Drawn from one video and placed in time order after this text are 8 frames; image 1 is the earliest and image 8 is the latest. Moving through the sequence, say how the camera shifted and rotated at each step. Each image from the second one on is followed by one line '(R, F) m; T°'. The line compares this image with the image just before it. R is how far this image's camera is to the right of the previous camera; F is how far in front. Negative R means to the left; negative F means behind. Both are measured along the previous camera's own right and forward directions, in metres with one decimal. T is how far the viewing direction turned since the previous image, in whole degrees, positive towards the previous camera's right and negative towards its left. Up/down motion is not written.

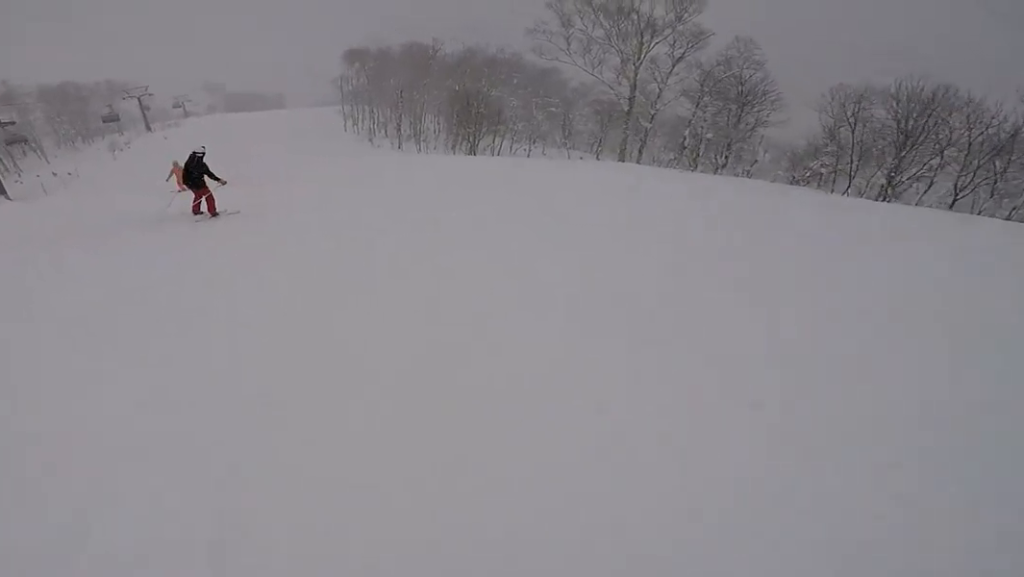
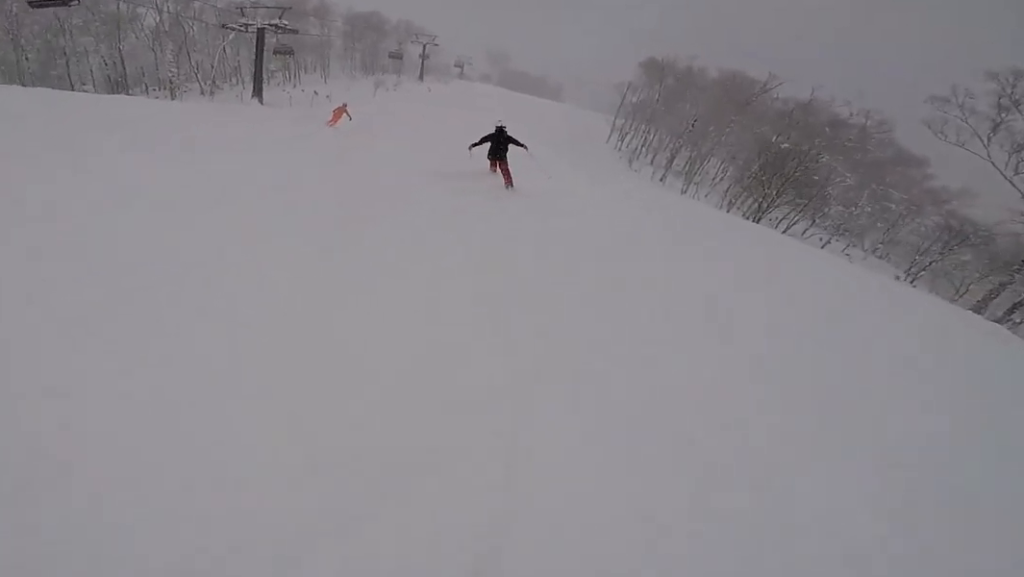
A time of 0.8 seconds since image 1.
(-0.1, +5.2) m; -7°
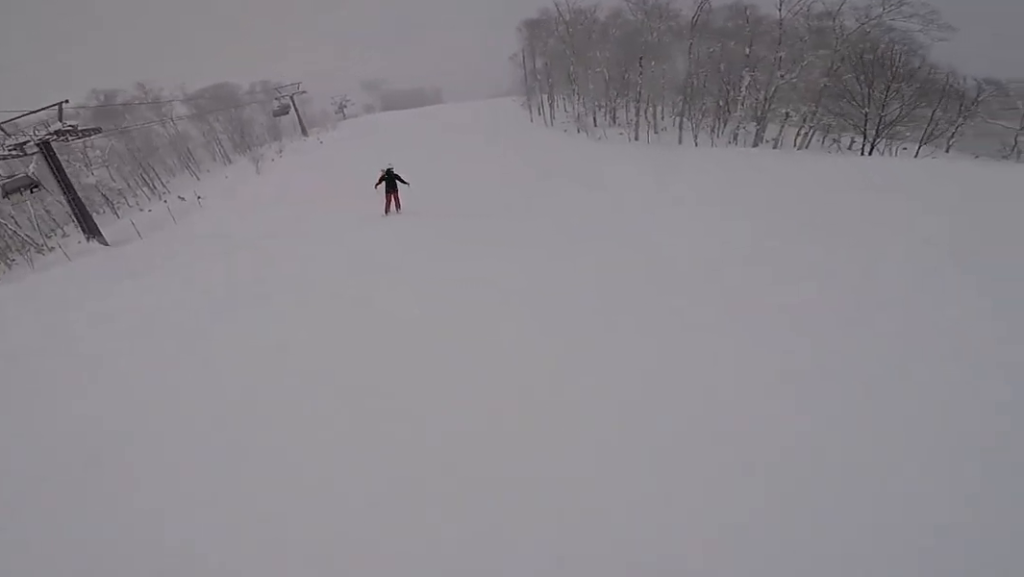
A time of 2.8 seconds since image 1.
(-1.4, +15.2) m; +1°
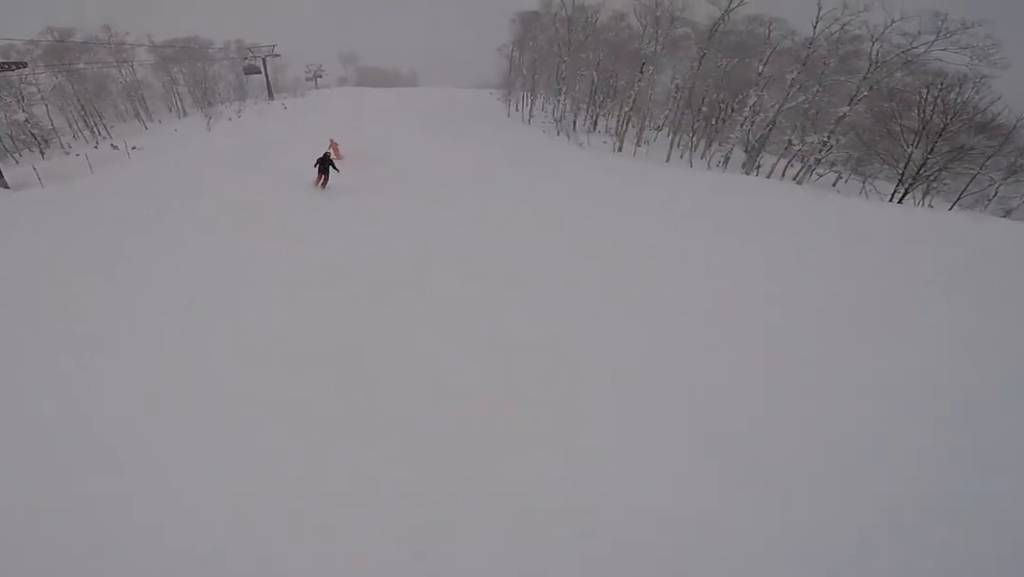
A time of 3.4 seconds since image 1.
(+0.7, +4.8) m; +2°
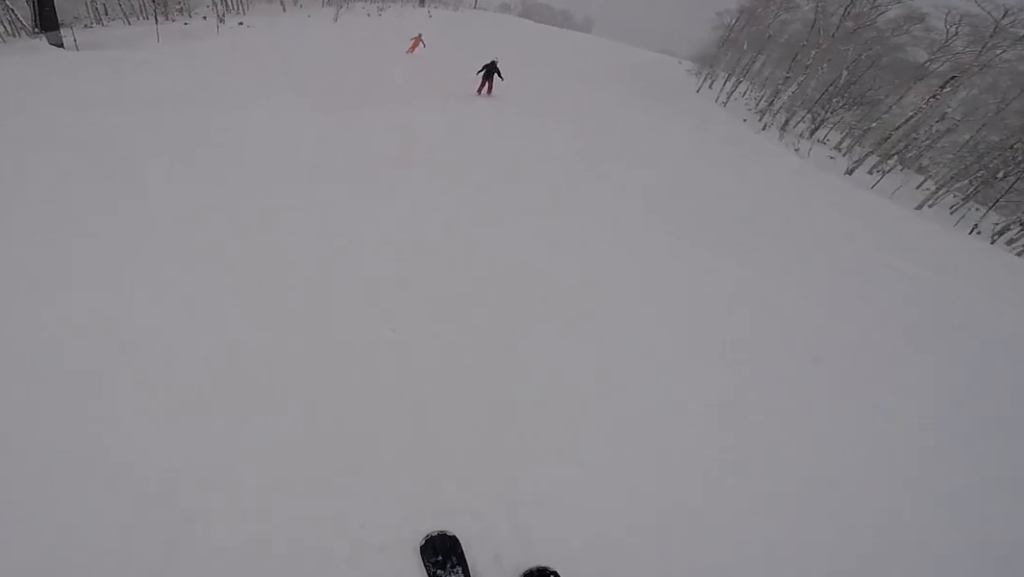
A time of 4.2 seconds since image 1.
(-0.8, +7.5) m; -8°
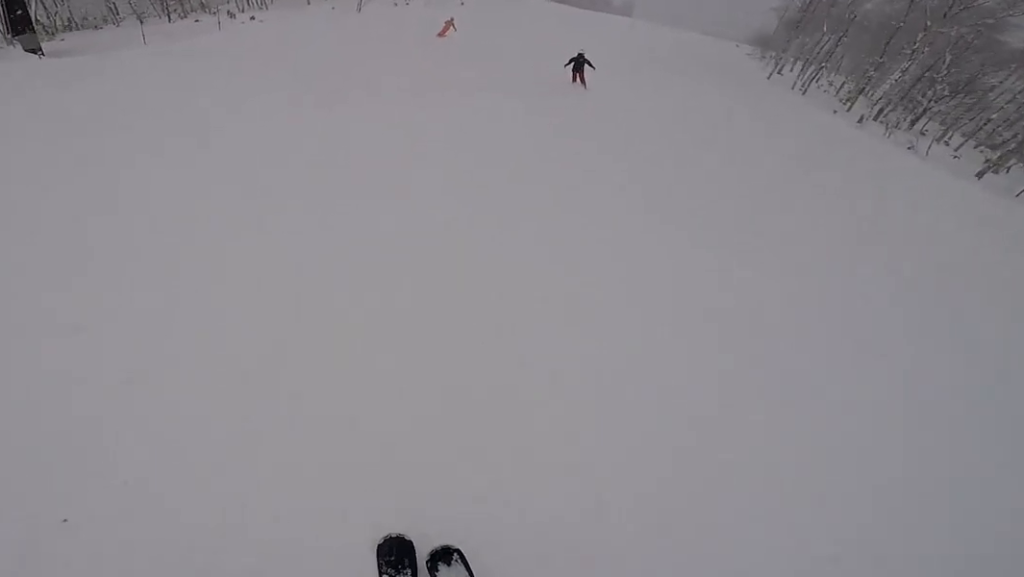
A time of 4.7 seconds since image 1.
(-0.2, +4.4) m; +1°
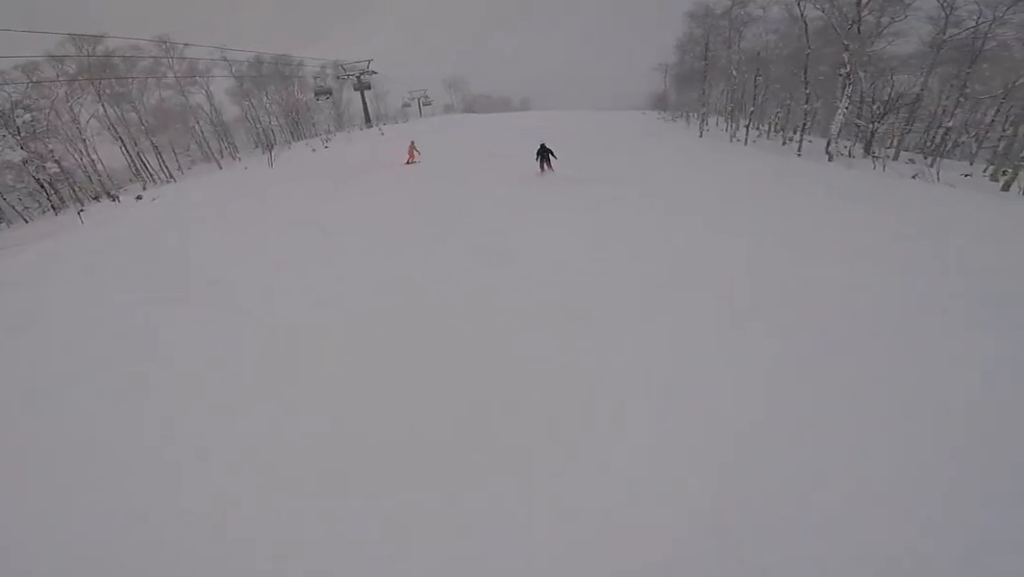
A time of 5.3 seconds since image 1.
(-0.6, +6.3) m; +4°
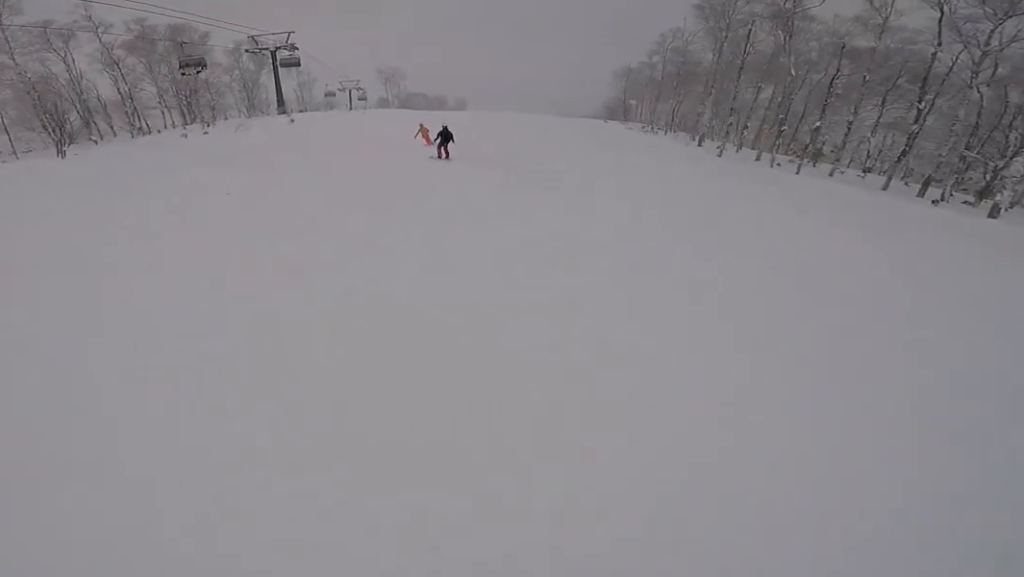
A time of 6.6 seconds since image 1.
(+1.6, +13.0) m; +6°
